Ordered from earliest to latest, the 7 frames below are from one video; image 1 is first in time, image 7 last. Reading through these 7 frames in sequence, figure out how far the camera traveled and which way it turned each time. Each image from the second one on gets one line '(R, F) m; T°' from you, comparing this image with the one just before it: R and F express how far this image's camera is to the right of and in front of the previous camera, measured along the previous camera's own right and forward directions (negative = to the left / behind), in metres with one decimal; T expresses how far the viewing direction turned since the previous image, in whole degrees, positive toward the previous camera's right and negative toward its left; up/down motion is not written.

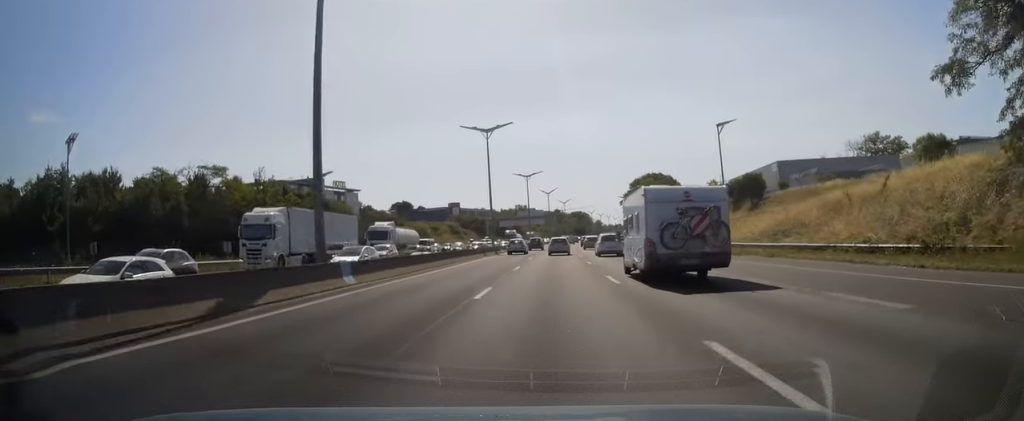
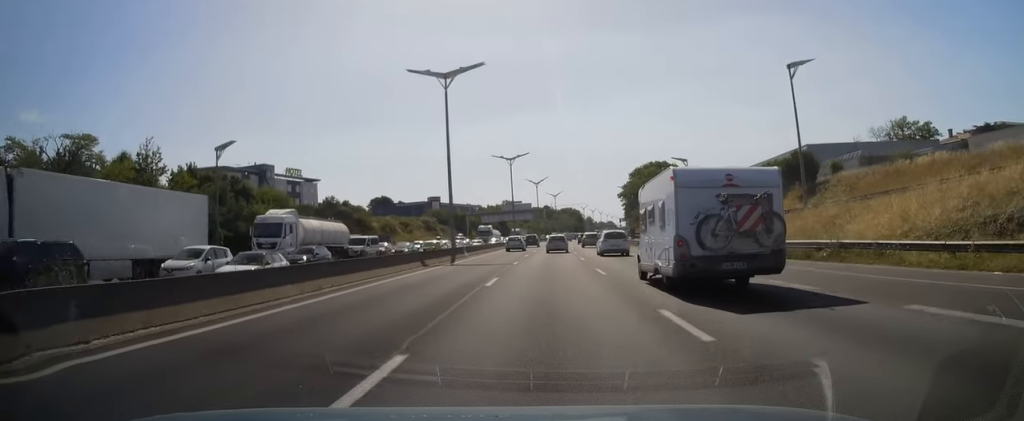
(+0.2, +23.3) m; +1°
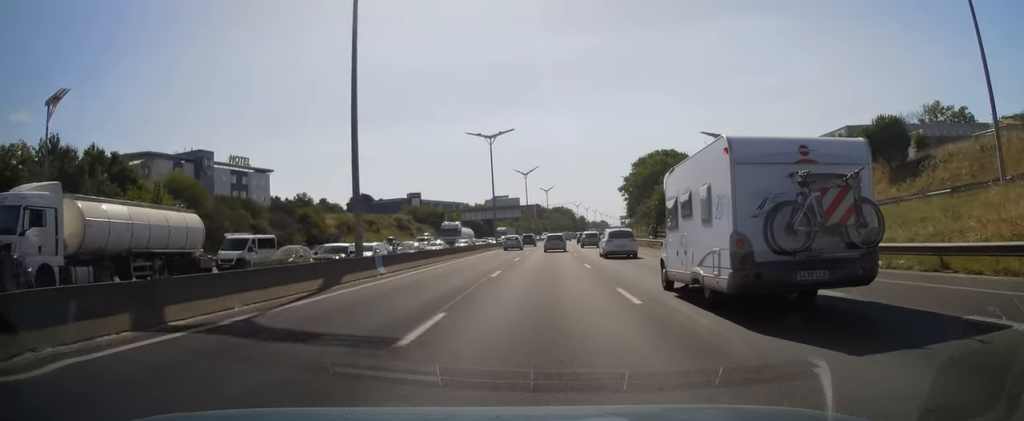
(+0.2, +22.0) m; +1°
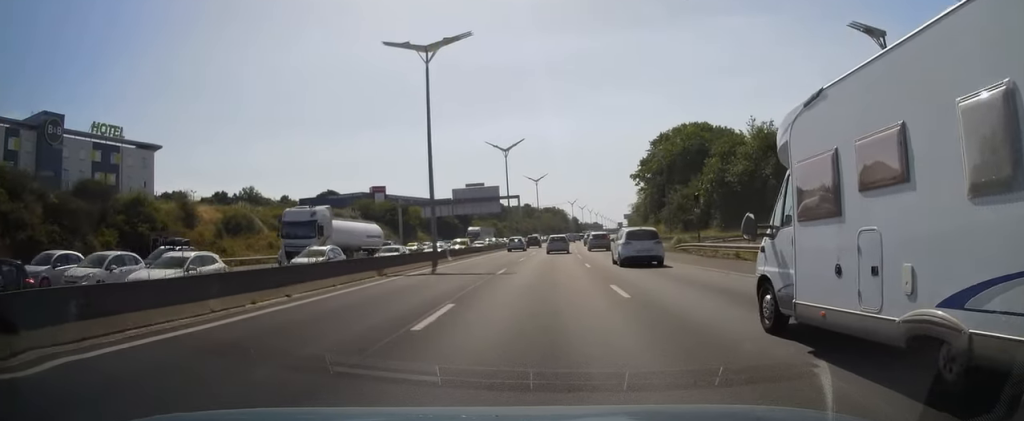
(+0.5, +37.7) m; +1°
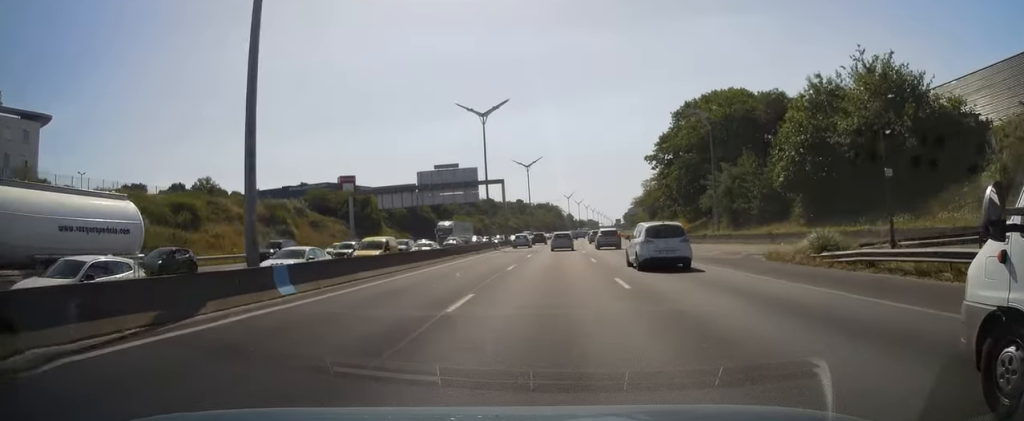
(+0.1, +24.2) m; +1°
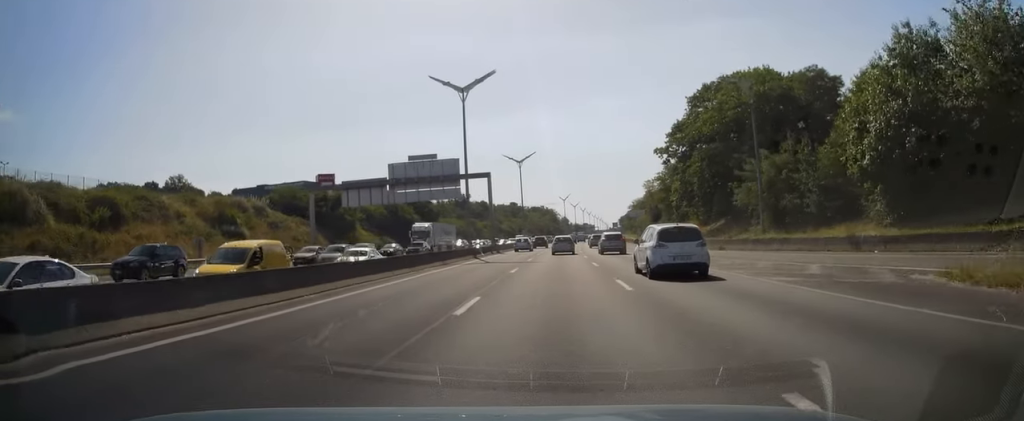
(+0.1, +12.5) m; 0°
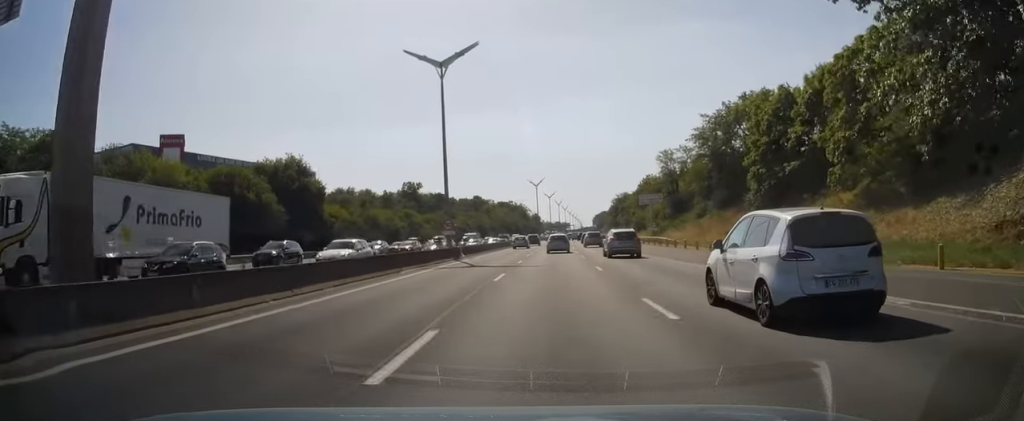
(+0.5, +56.8) m; +2°
